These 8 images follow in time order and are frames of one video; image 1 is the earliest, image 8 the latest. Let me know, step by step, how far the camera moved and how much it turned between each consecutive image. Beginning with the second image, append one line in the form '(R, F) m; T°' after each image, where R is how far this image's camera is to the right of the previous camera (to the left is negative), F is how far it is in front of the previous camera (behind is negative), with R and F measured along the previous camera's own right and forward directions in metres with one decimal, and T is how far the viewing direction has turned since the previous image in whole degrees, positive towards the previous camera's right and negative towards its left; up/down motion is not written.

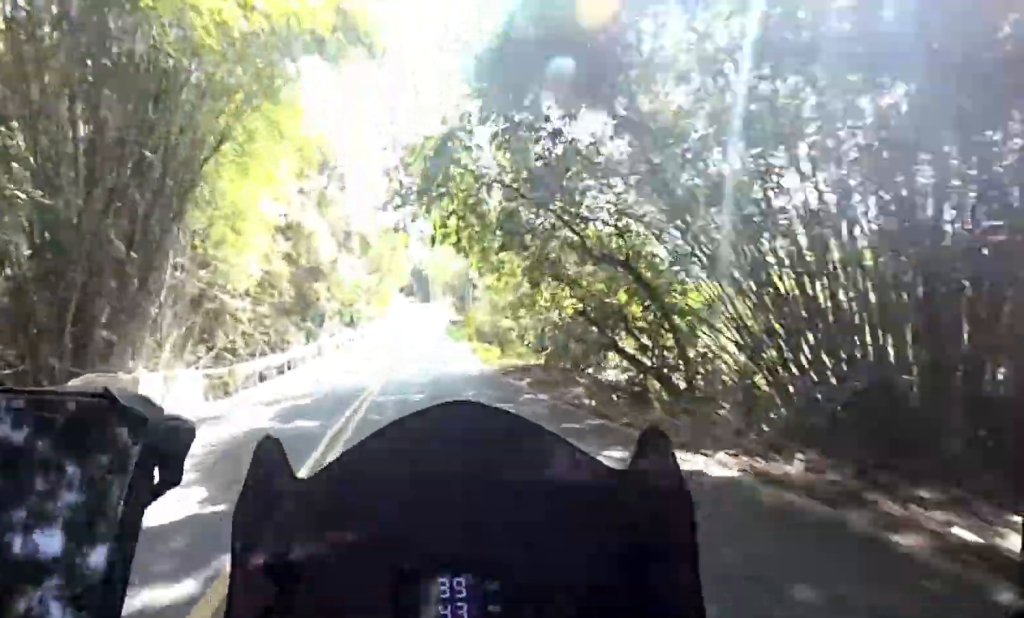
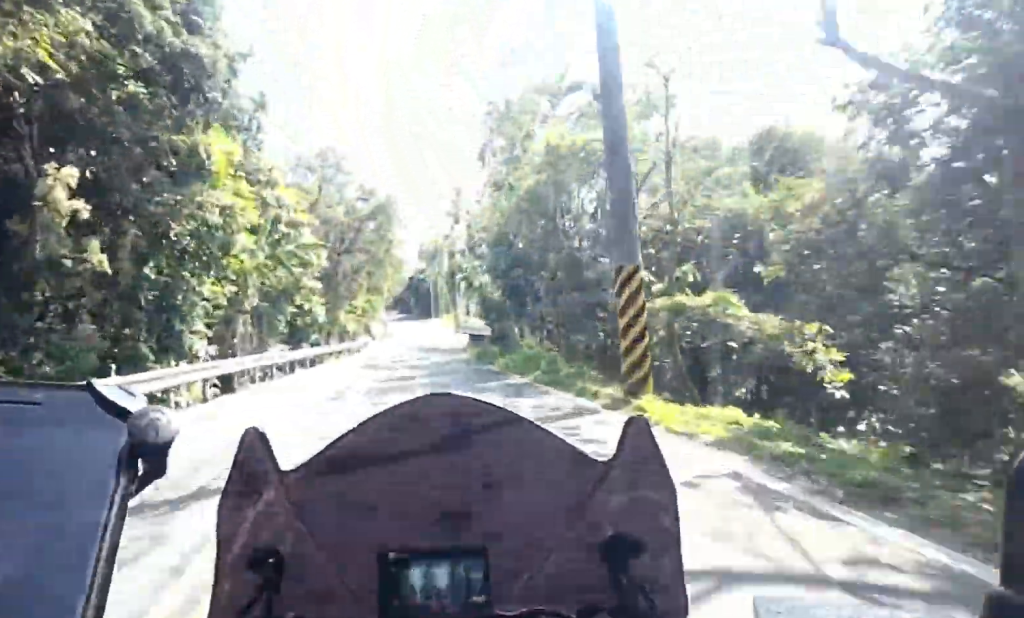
(-0.2, +23.8) m; -1°
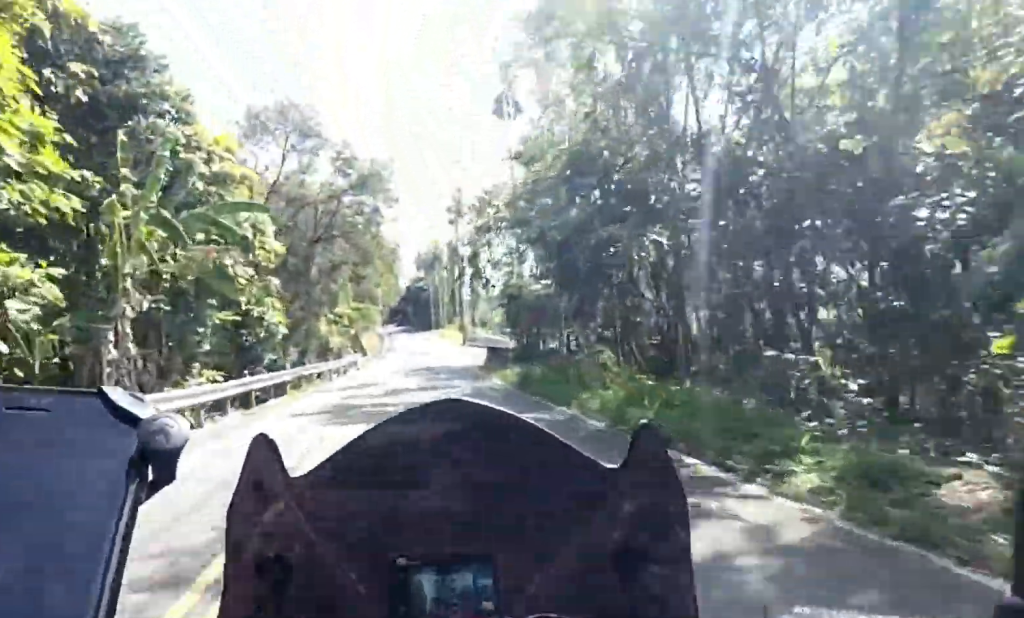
(0.0, +9.2) m; 0°
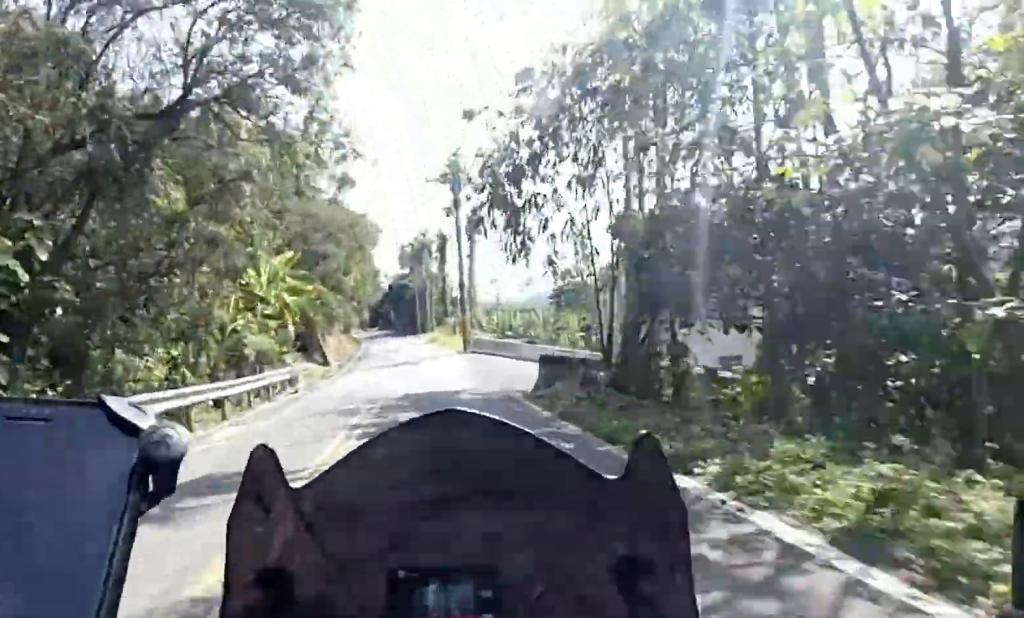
(0.0, +14.7) m; 0°
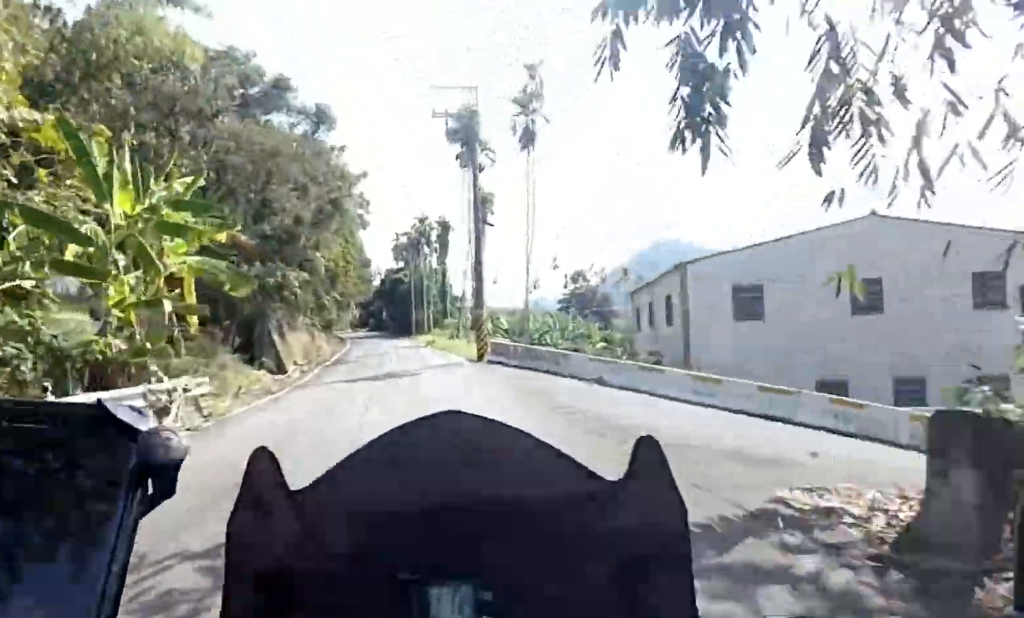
(0.0, +11.1) m; 0°
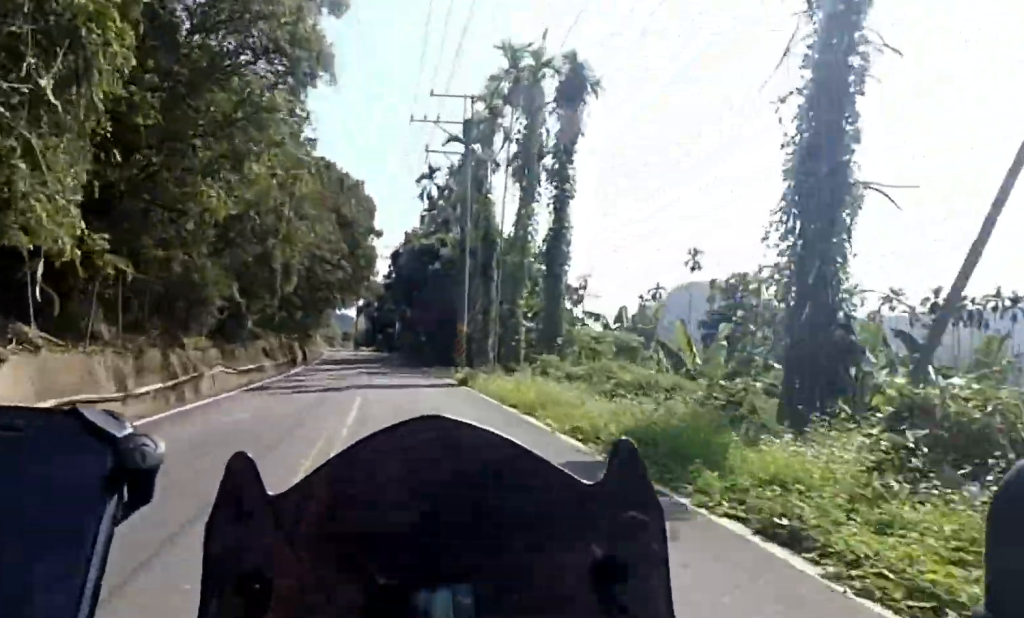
(-2.6, +43.6) m; -7°
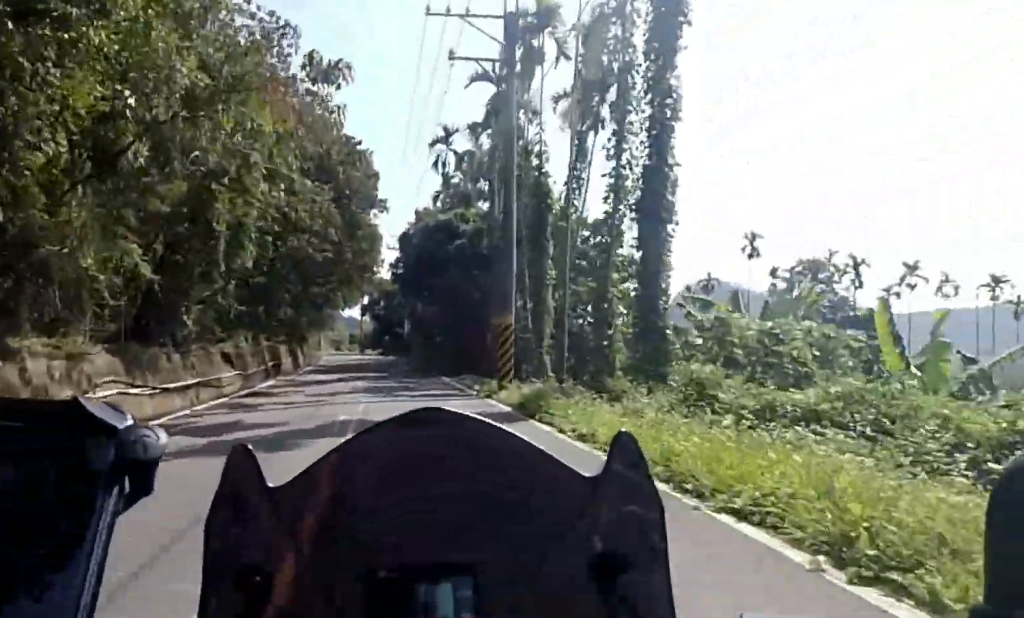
(0.0, +9.2) m; 0°
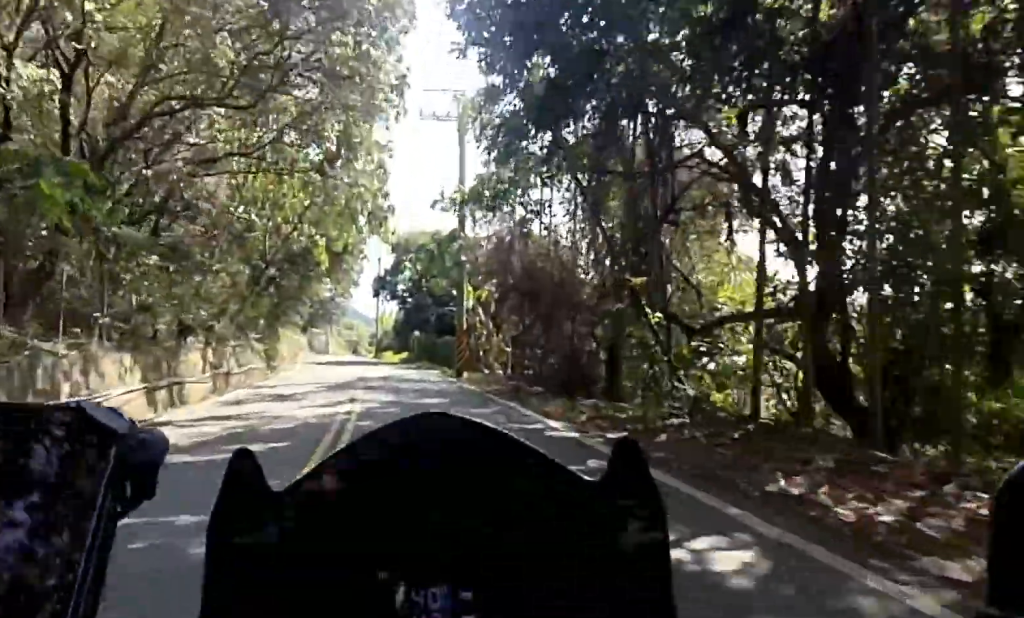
(+0.1, +35.2) m; +1°
